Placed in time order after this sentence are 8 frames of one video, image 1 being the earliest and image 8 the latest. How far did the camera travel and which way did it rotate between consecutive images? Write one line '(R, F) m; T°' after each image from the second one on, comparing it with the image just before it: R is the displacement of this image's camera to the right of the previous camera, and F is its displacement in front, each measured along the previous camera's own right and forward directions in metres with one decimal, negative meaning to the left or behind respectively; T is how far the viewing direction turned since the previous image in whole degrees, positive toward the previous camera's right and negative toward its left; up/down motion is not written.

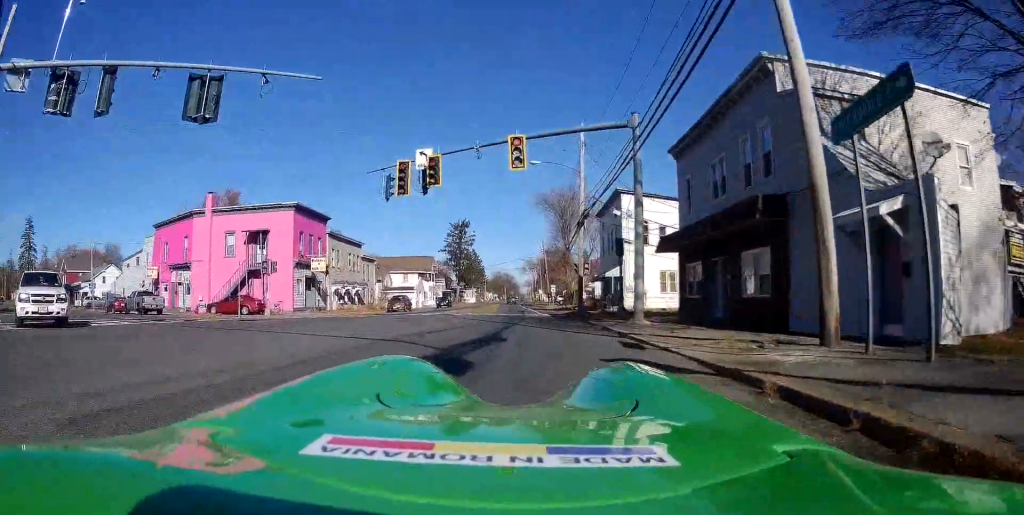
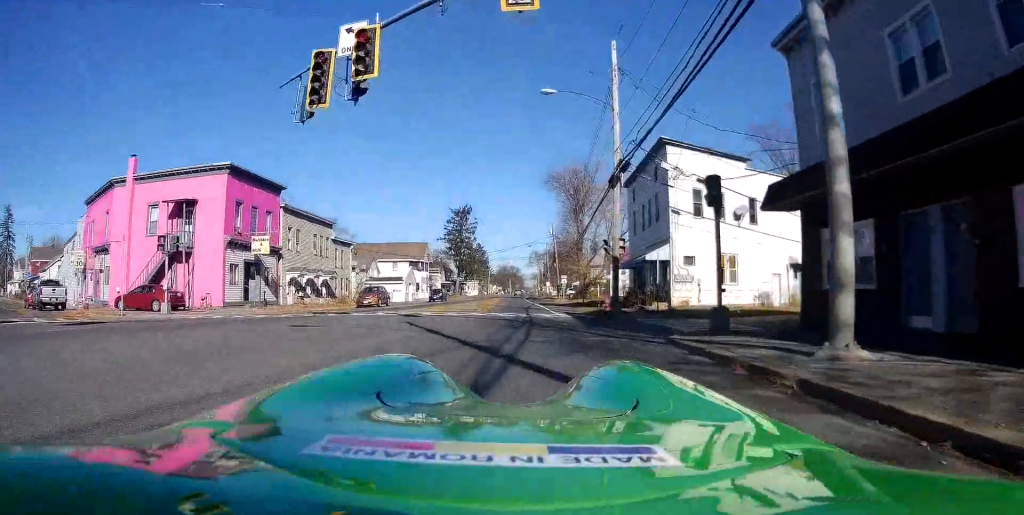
(+0.1, +10.8) m; +3°
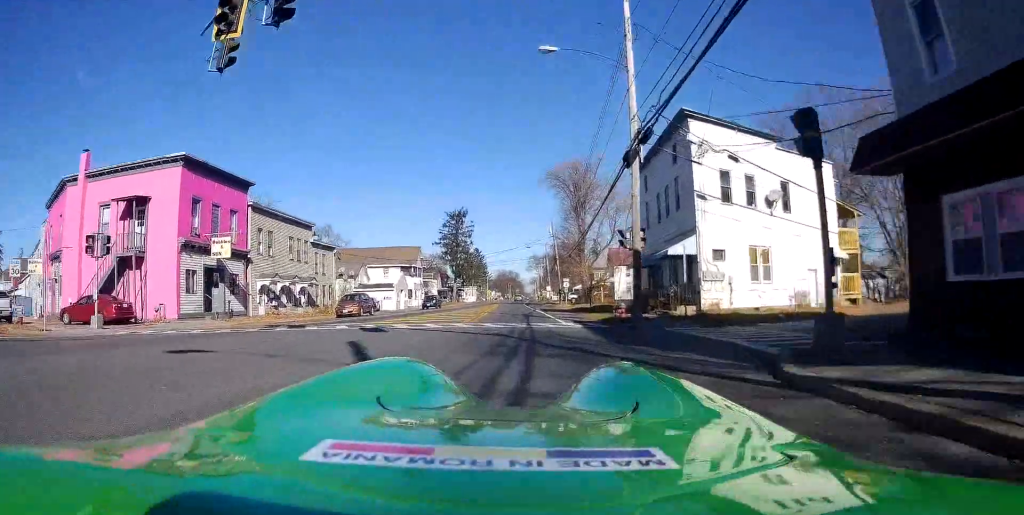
(+0.1, +4.5) m; +1°
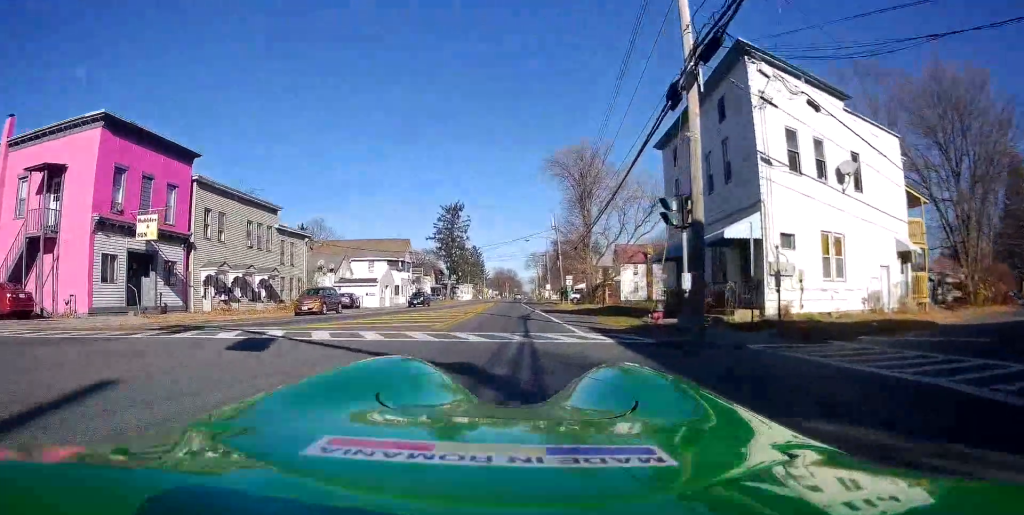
(+0.1, +6.6) m; -1°
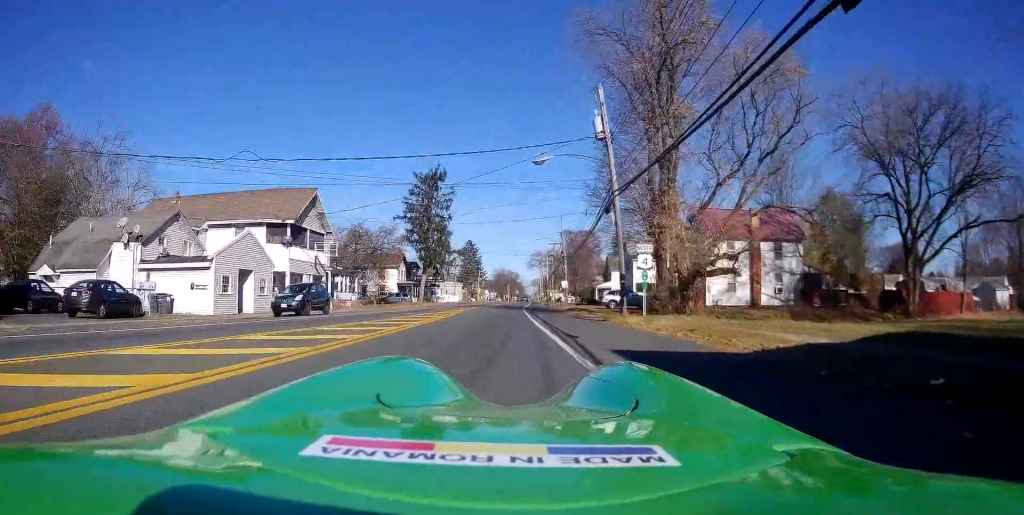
(-1.2, +34.5) m; -3°
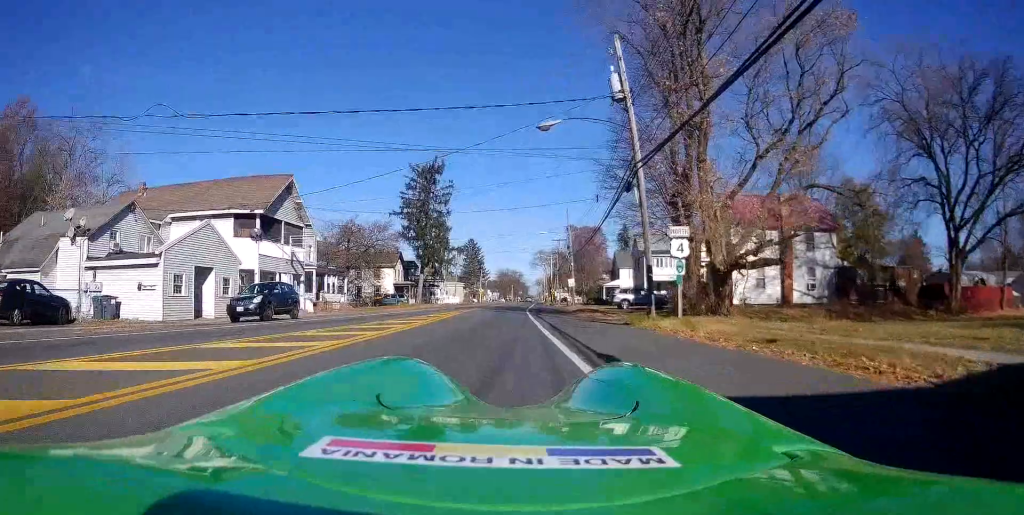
(+0.1, +4.8) m; +1°
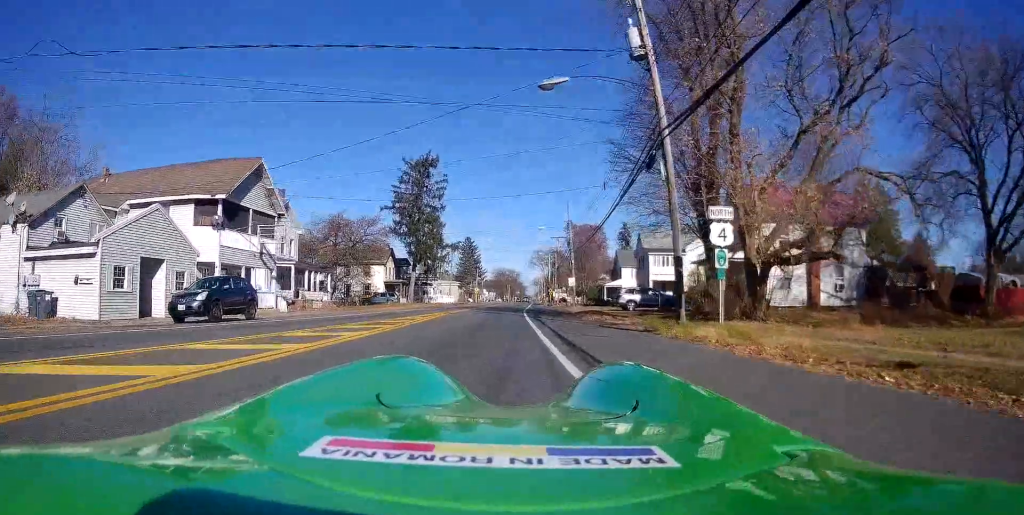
(0.0, +4.3) m; +1°
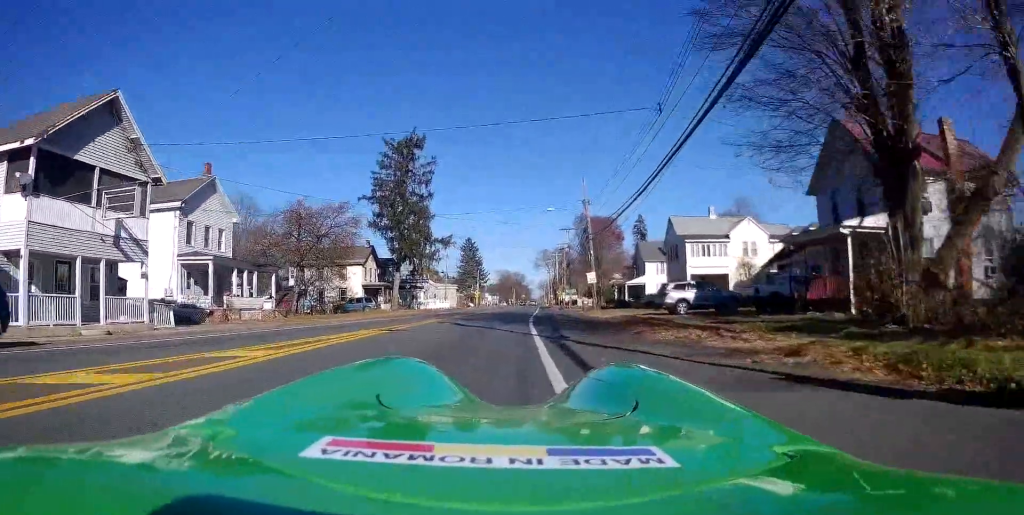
(+0.1, +12.8) m; 0°
